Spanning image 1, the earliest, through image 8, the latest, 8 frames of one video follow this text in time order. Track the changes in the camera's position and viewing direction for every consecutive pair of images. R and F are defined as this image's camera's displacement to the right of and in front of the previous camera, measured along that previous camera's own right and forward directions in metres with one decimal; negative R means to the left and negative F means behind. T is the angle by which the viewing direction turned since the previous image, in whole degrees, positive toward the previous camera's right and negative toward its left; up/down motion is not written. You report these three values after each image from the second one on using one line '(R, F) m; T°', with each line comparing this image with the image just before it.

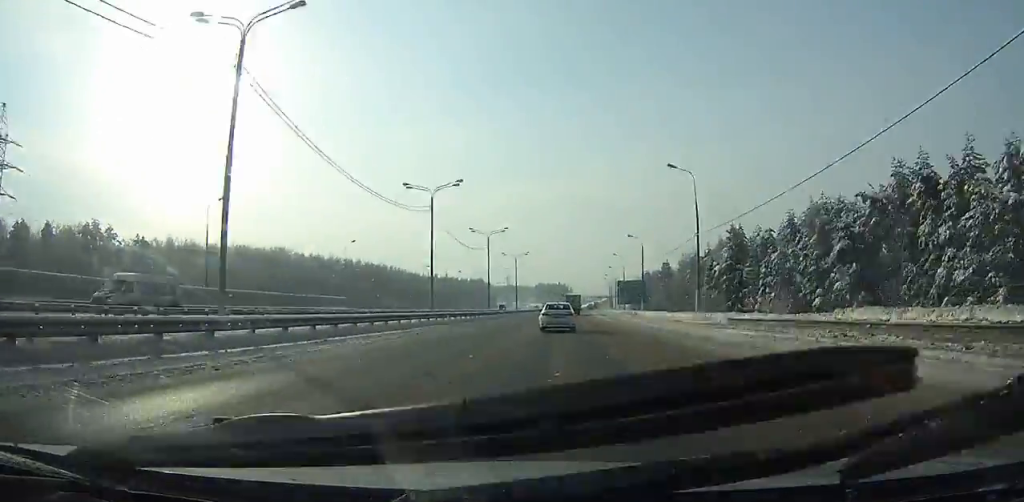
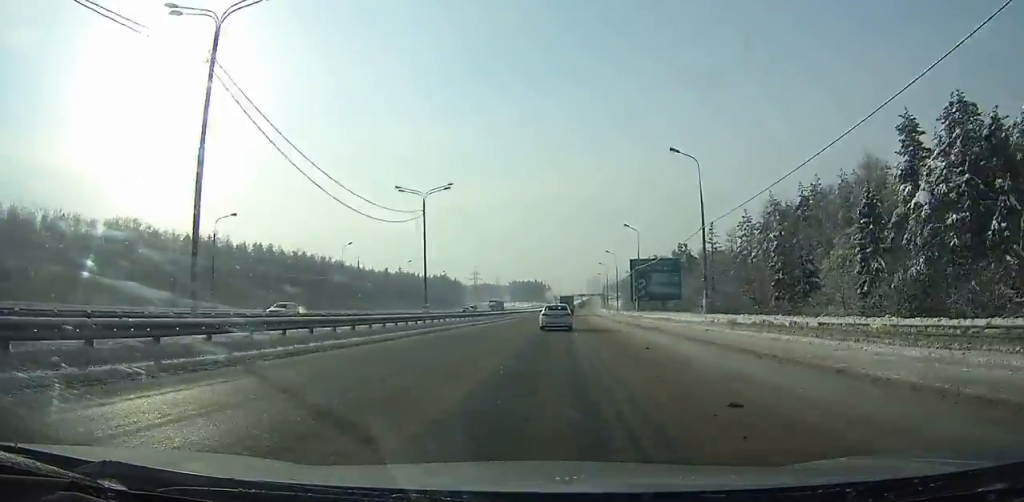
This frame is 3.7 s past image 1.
(+1.0, +76.2) m; +1°
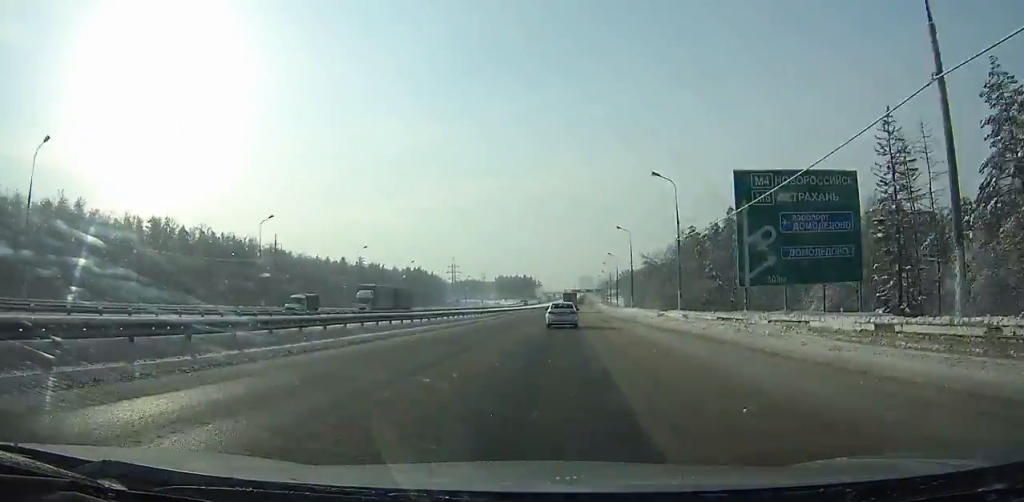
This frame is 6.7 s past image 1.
(+0.5, +63.7) m; +1°
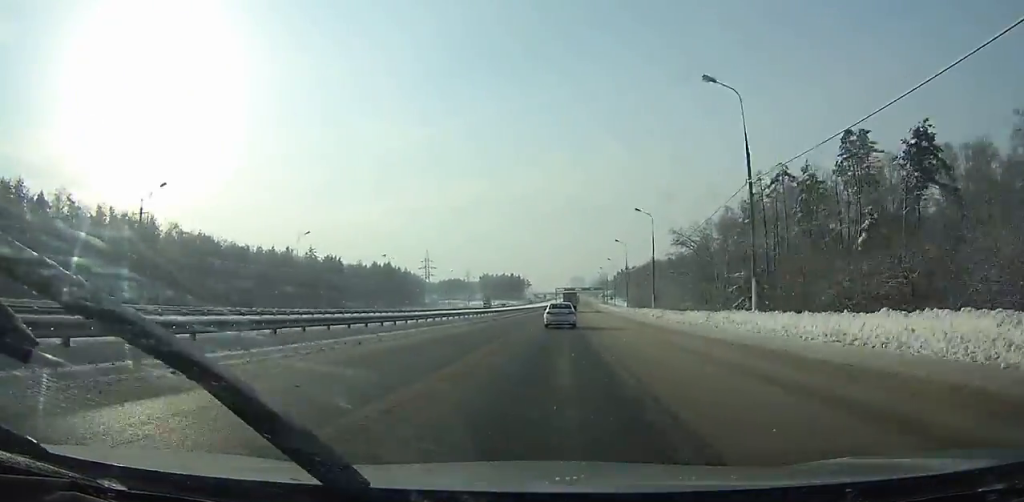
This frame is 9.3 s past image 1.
(+0.4, +56.6) m; +1°
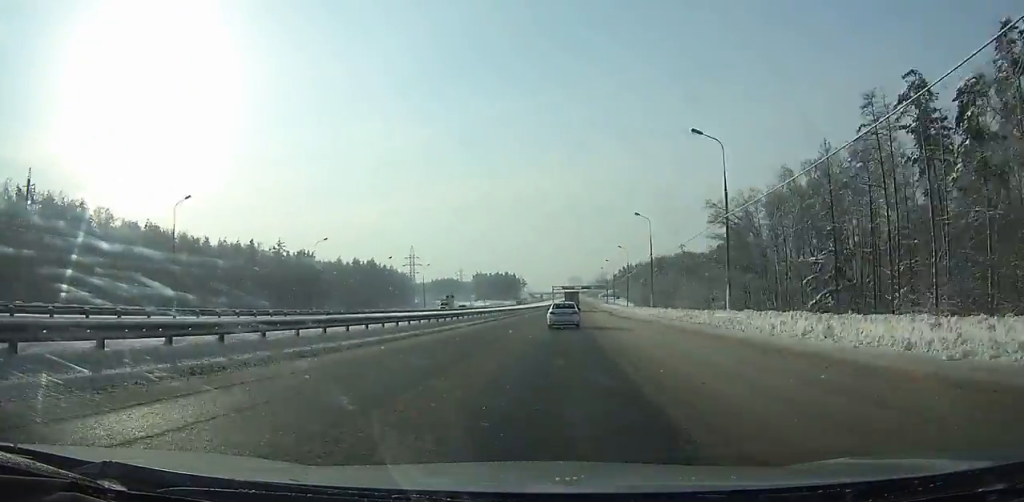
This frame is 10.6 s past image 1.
(+0.3, +28.8) m; 0°
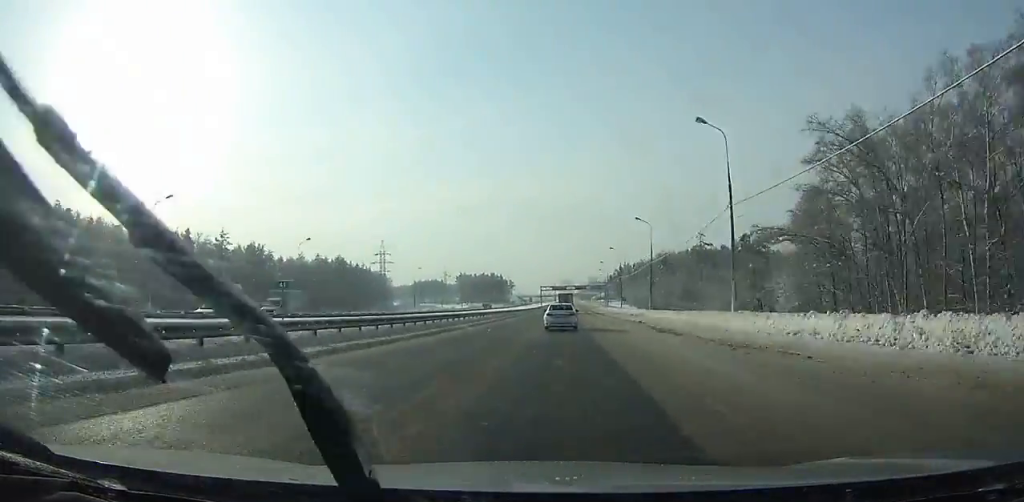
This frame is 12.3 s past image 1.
(+0.2, +37.6) m; 0°
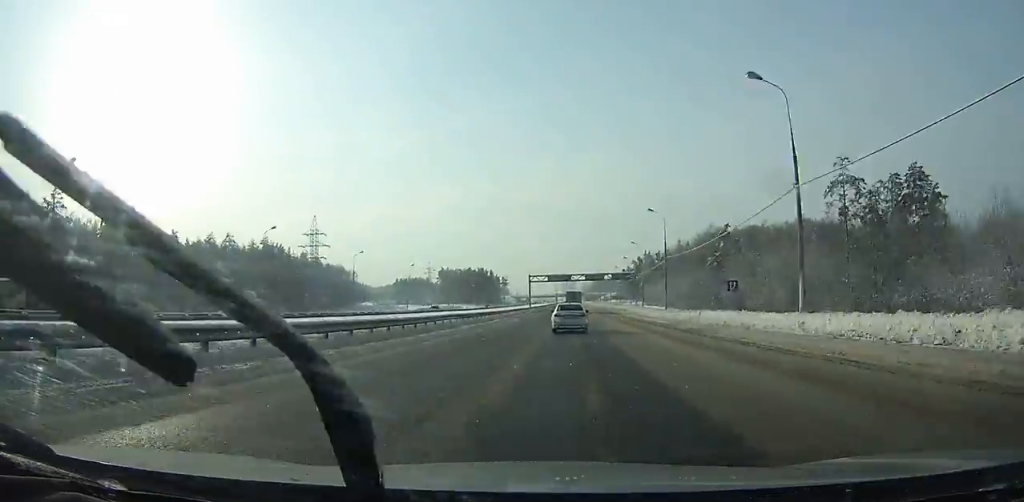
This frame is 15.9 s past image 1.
(+0.4, +79.8) m; 0°
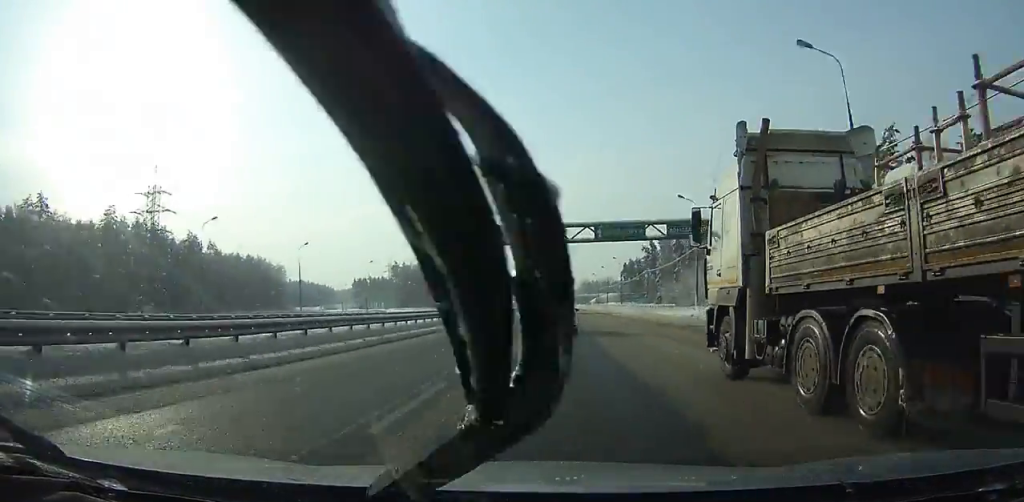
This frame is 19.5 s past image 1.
(+0.1, +78.6) m; 0°
